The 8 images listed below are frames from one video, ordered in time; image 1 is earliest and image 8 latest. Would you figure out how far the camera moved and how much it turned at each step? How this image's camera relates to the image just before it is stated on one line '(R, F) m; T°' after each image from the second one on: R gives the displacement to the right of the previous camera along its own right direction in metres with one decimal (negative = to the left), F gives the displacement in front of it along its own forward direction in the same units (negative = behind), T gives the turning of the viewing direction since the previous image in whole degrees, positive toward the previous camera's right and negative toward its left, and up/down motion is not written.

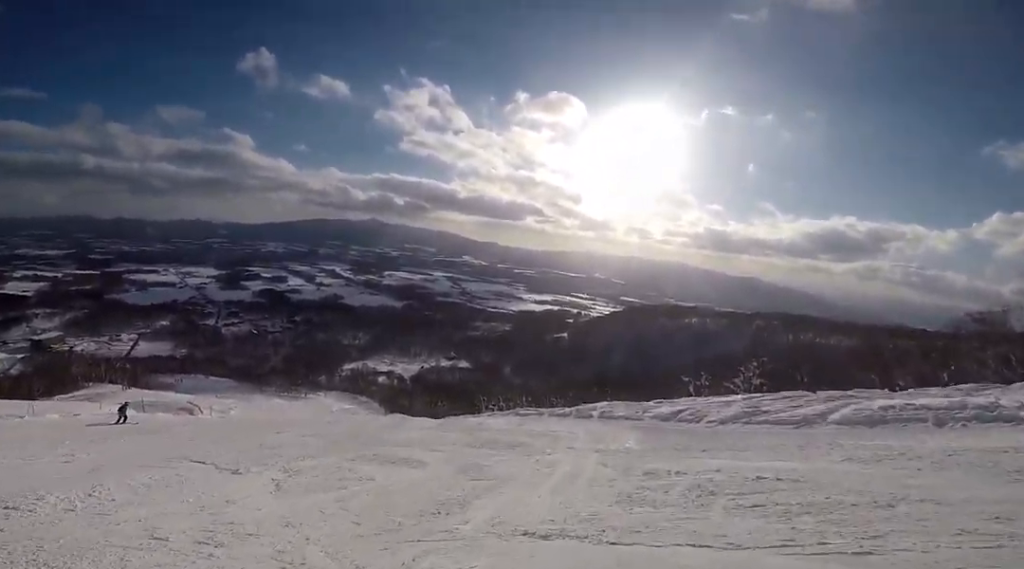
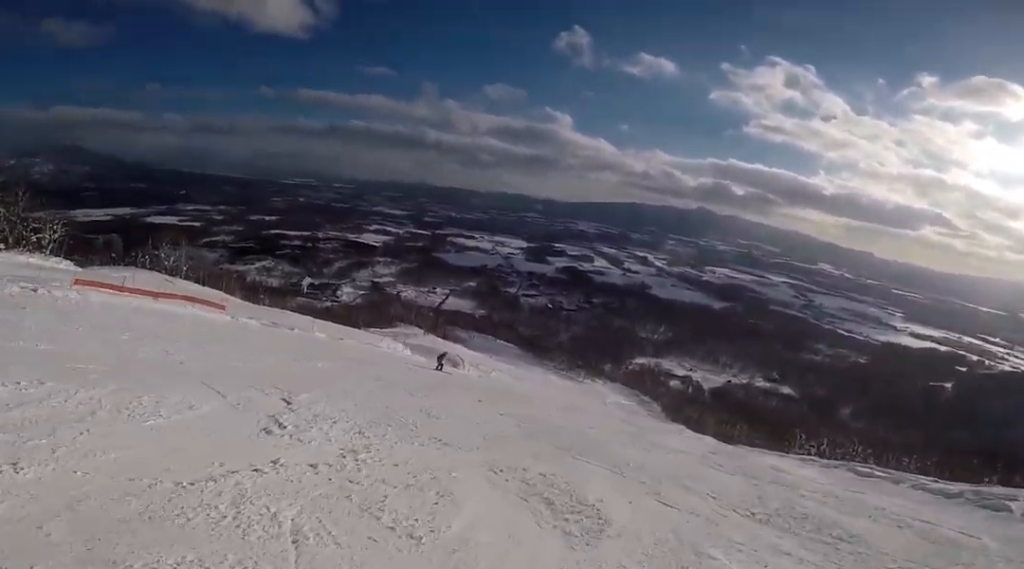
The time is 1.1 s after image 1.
(-0.9, +4.5) m; -45°
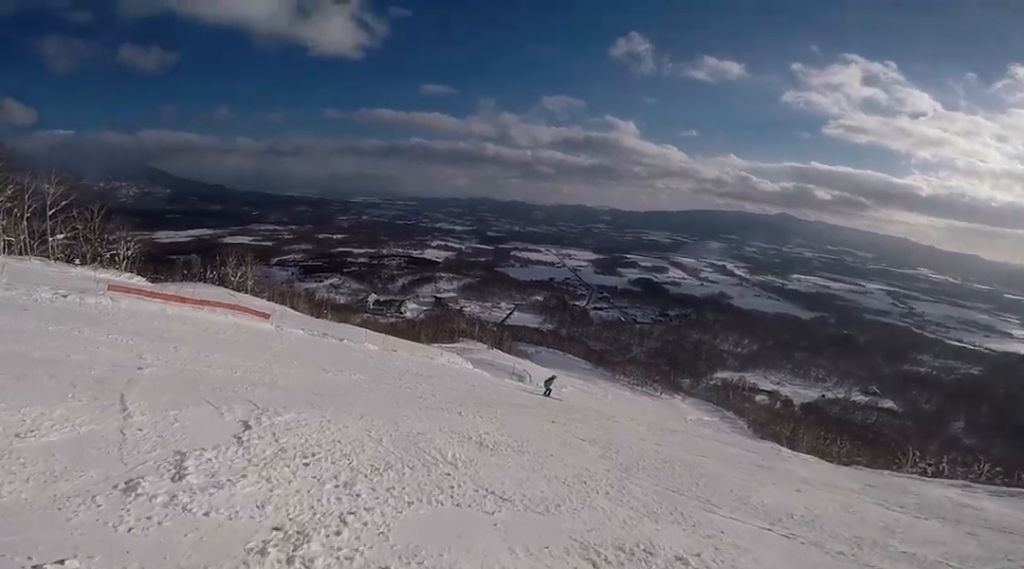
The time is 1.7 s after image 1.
(+0.1, +1.9) m; -32°
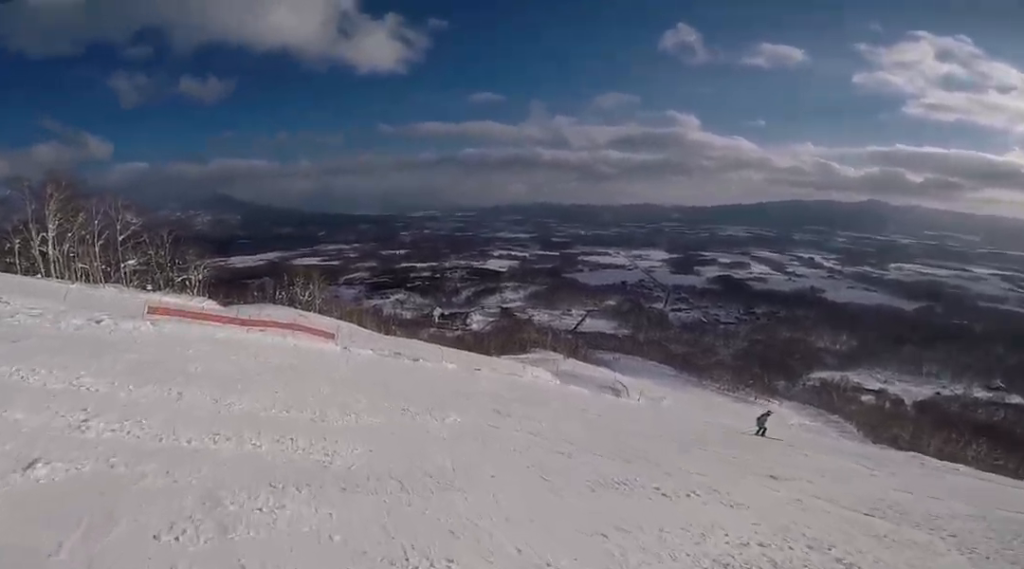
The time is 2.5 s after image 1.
(-2.0, +3.4) m; -15°
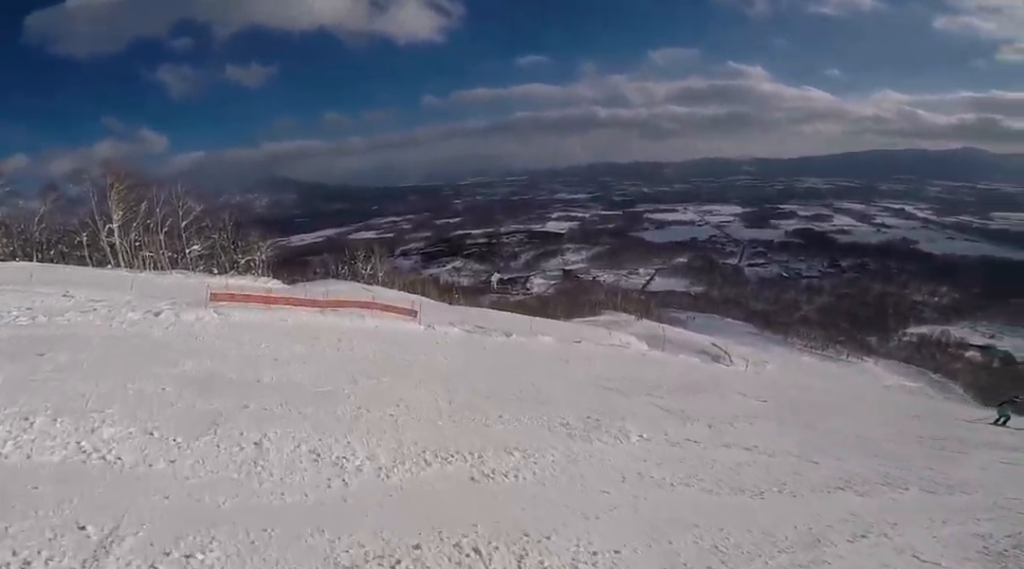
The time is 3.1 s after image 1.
(+0.4, +2.8) m; +12°
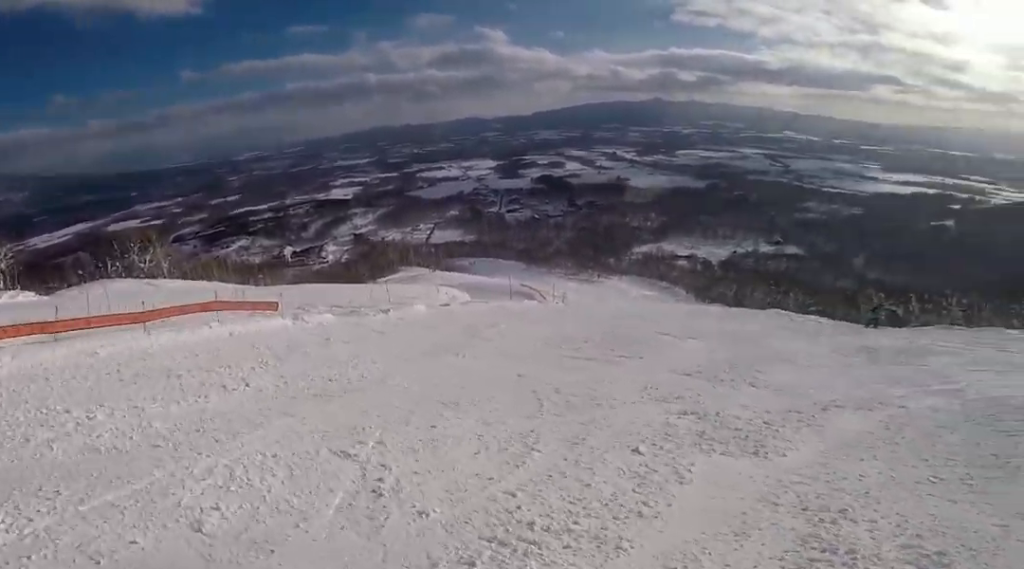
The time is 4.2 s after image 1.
(+1.2, +4.5) m; +28°
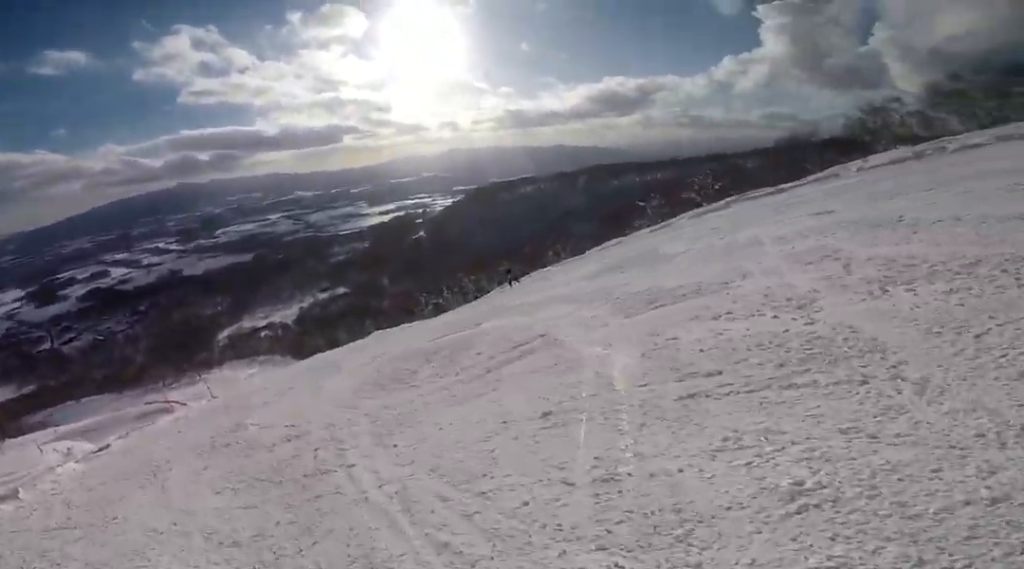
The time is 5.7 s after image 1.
(+1.4, +5.4) m; +45°
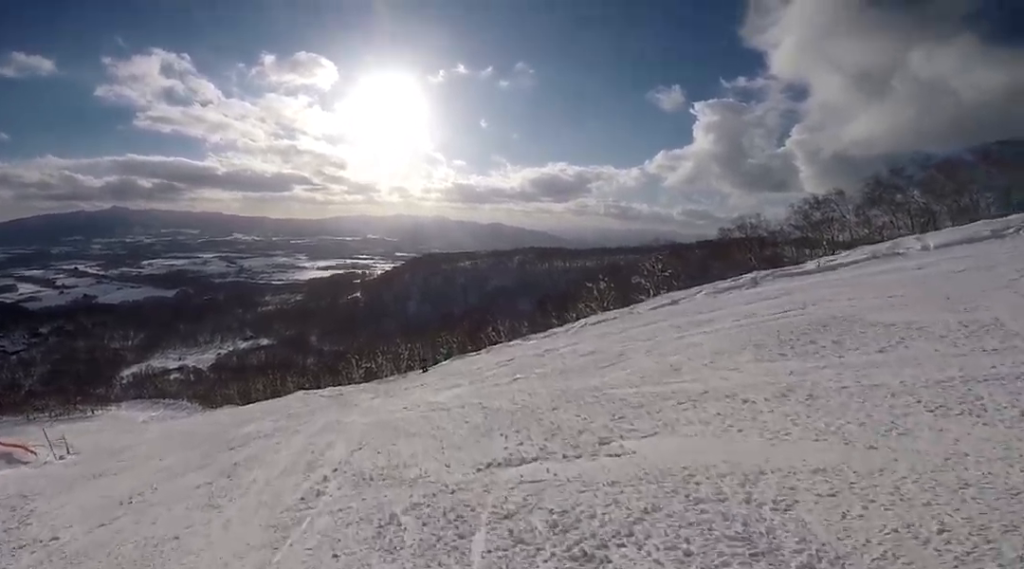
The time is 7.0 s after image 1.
(+2.4, +4.9) m; +31°
